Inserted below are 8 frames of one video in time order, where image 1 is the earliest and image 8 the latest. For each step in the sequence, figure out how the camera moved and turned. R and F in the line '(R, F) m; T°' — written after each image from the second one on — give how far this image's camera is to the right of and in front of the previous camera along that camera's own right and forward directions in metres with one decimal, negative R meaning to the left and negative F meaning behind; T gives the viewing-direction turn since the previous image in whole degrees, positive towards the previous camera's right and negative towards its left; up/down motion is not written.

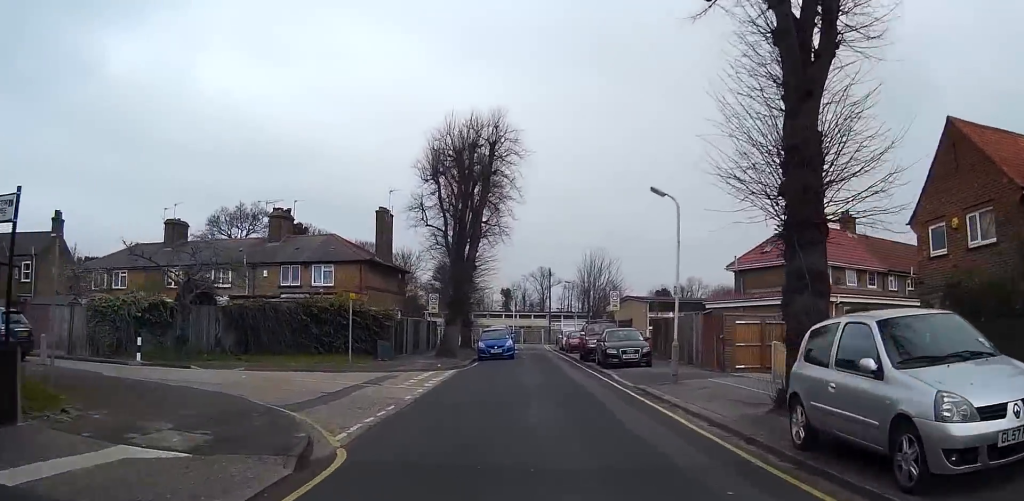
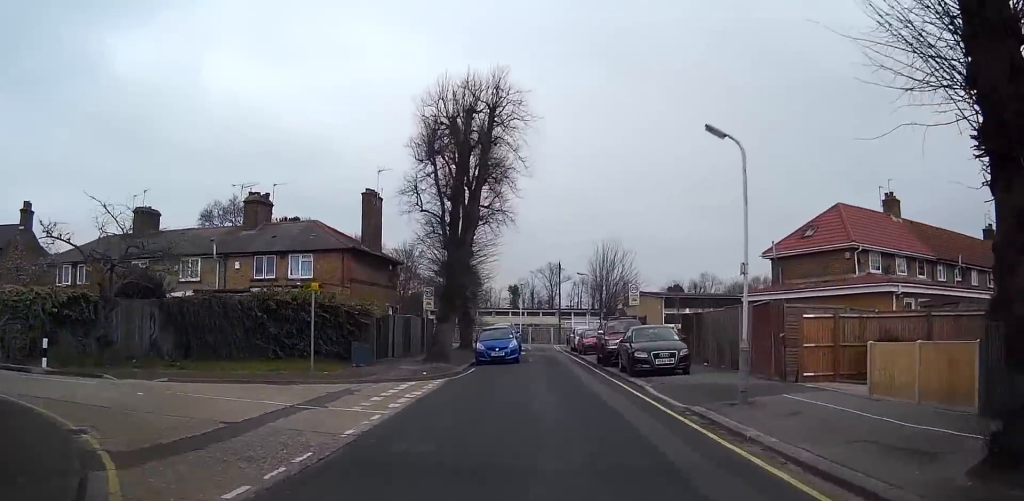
(0.0, +5.5) m; 0°
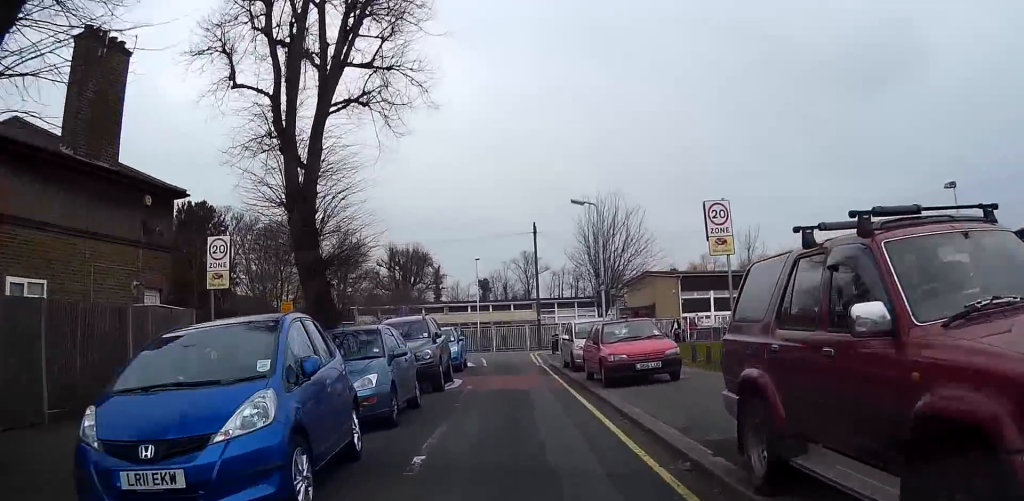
(+0.1, +24.9) m; 0°
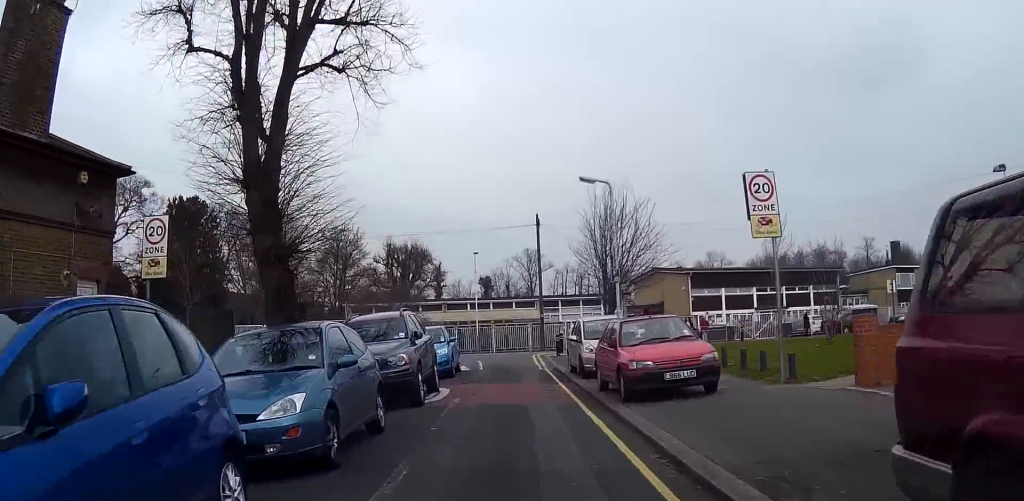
(0.0, +3.6) m; 0°
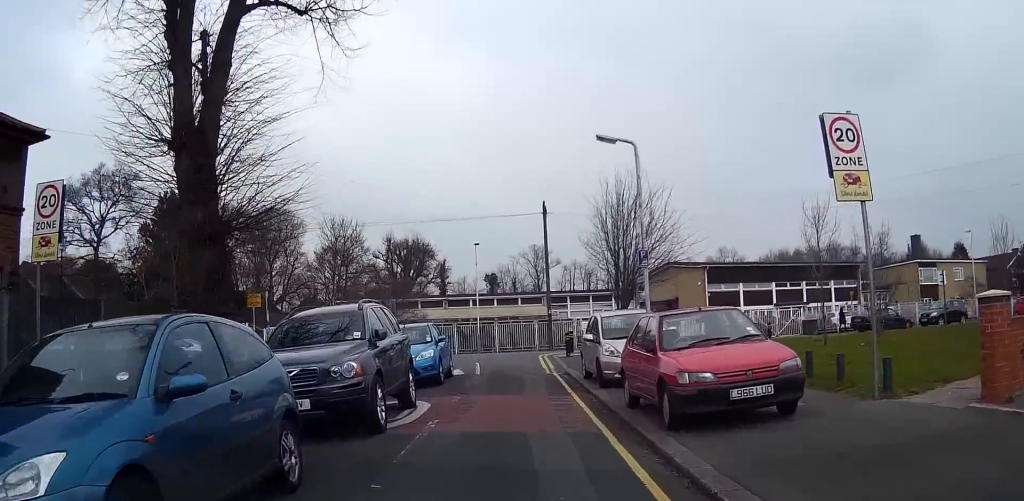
(0.0, +4.4) m; 0°
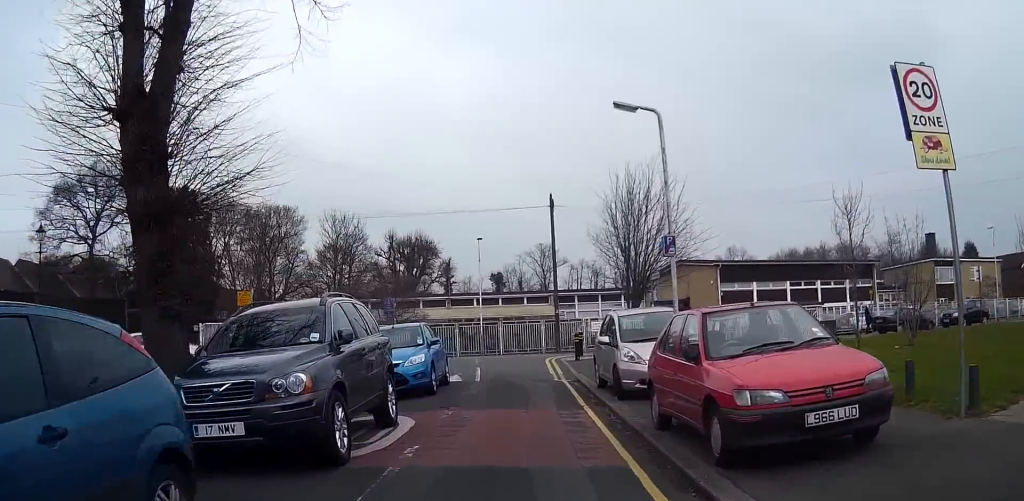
(0.0, +2.8) m; 0°
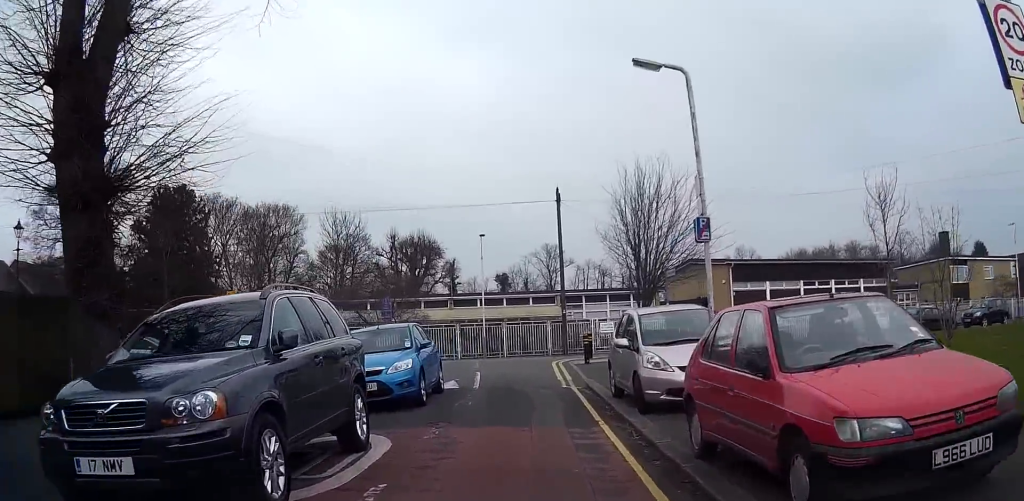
(0.0, +2.4) m; 0°
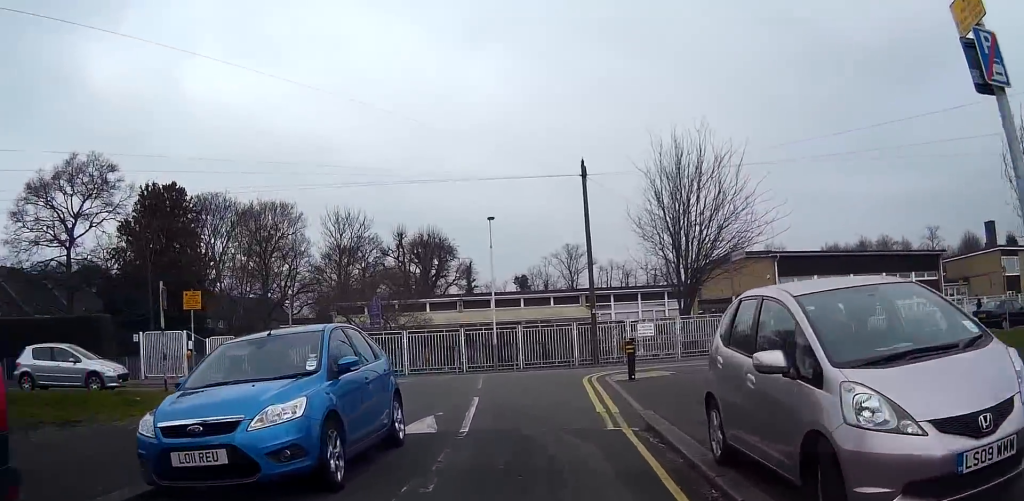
(-0.1, +6.8) m; -2°
